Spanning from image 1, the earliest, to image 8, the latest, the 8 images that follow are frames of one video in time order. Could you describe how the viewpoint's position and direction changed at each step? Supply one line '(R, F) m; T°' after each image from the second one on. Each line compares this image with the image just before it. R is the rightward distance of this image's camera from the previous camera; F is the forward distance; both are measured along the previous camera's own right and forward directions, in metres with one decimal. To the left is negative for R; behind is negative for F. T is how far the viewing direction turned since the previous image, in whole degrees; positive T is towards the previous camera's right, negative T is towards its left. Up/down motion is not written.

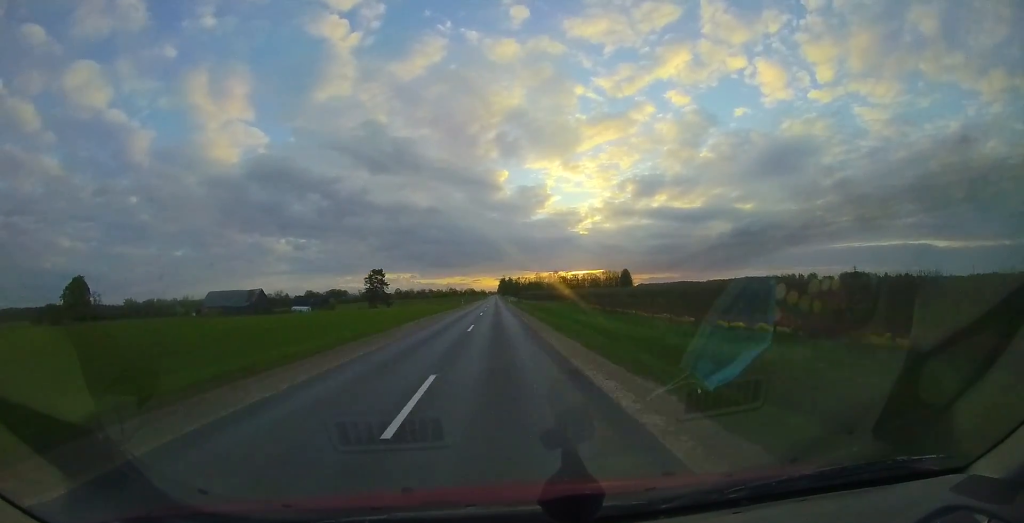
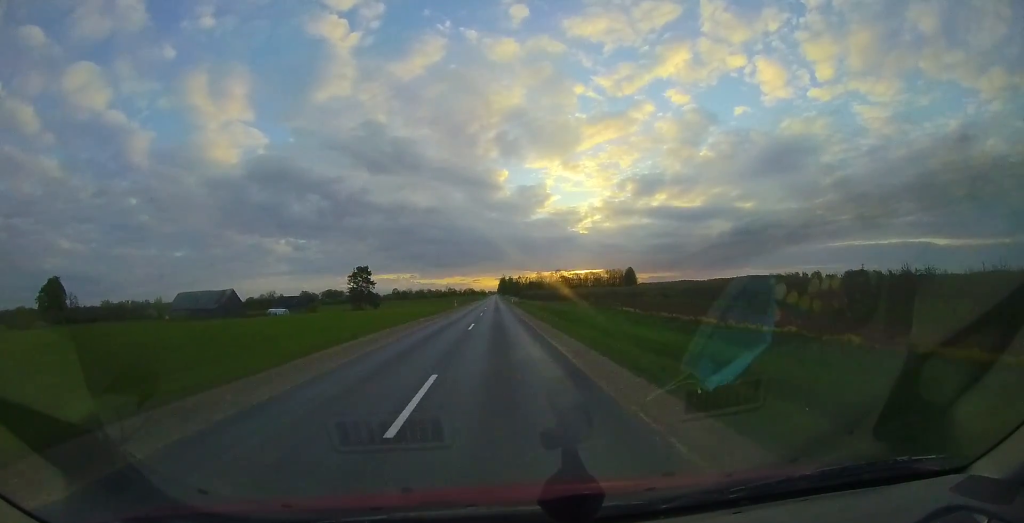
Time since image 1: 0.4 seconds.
(+0.2, +11.5) m; 0°
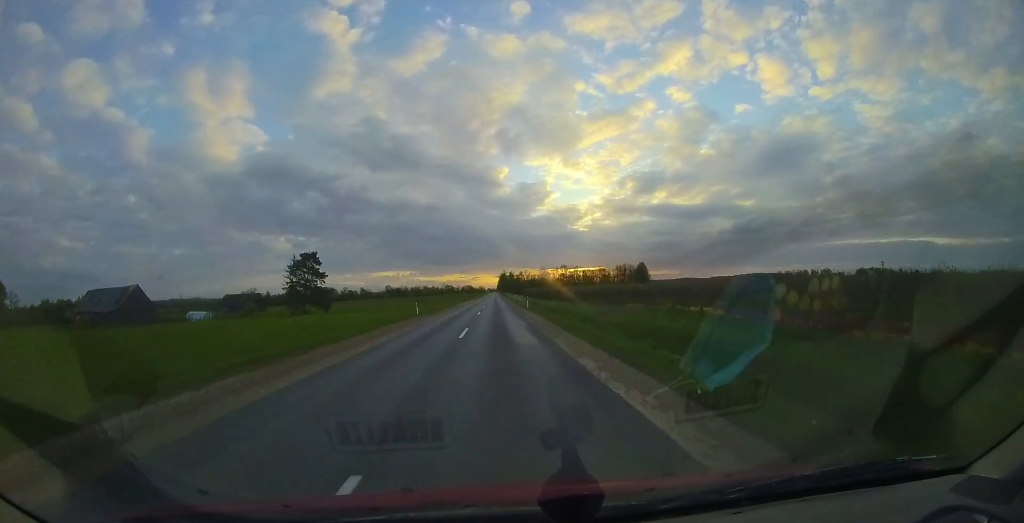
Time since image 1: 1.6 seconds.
(-0.2, +28.2) m; 0°
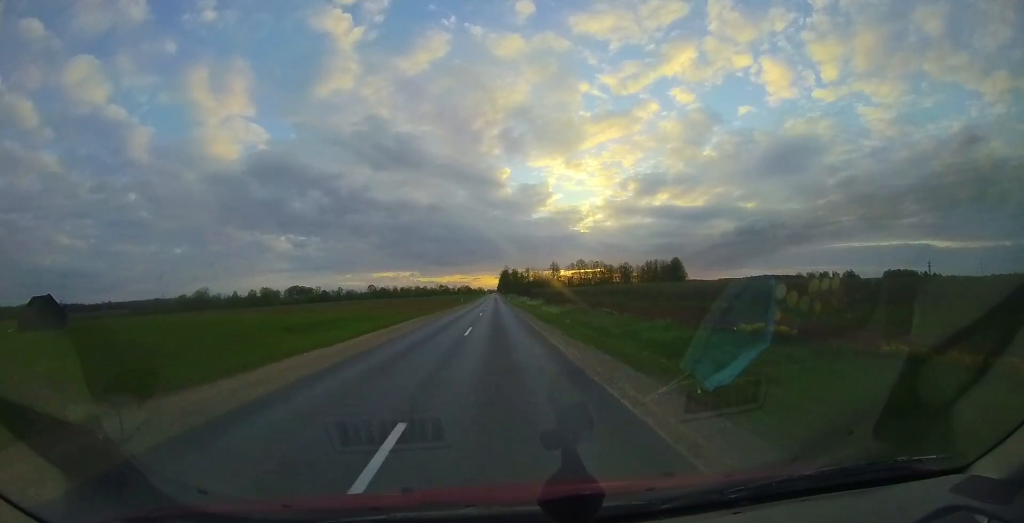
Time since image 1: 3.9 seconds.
(+1.2, +58.6) m; +1°
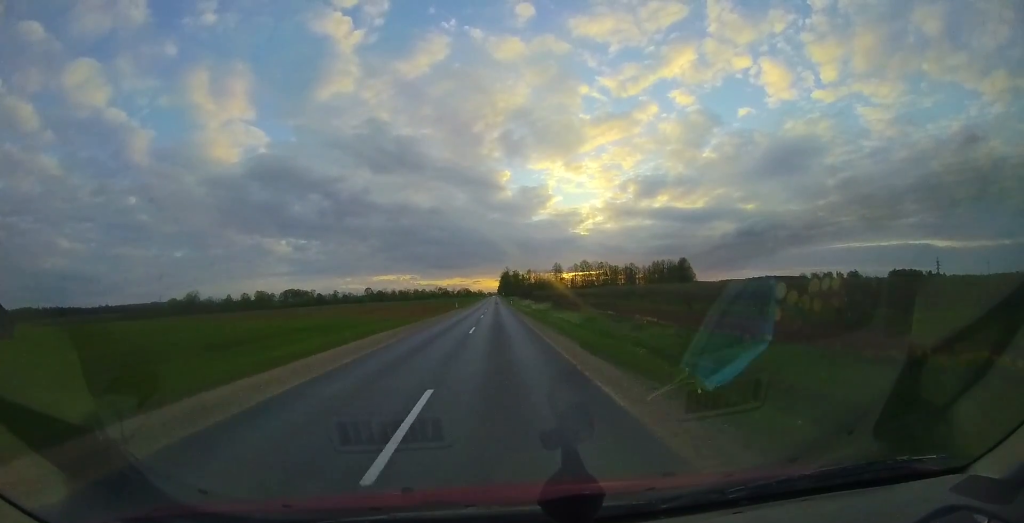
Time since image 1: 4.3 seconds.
(0.0, +10.1) m; -1°
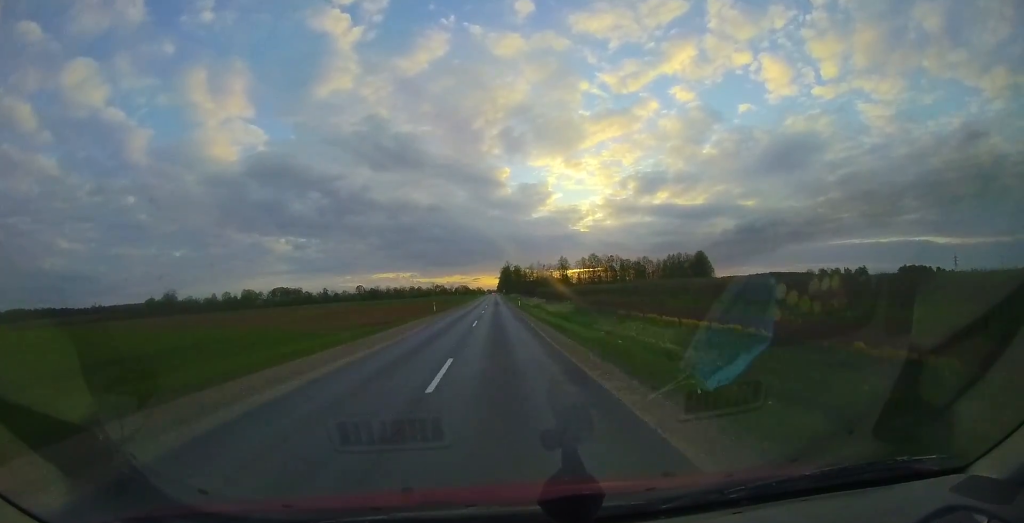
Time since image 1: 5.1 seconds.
(-0.3, +21.1) m; -1°
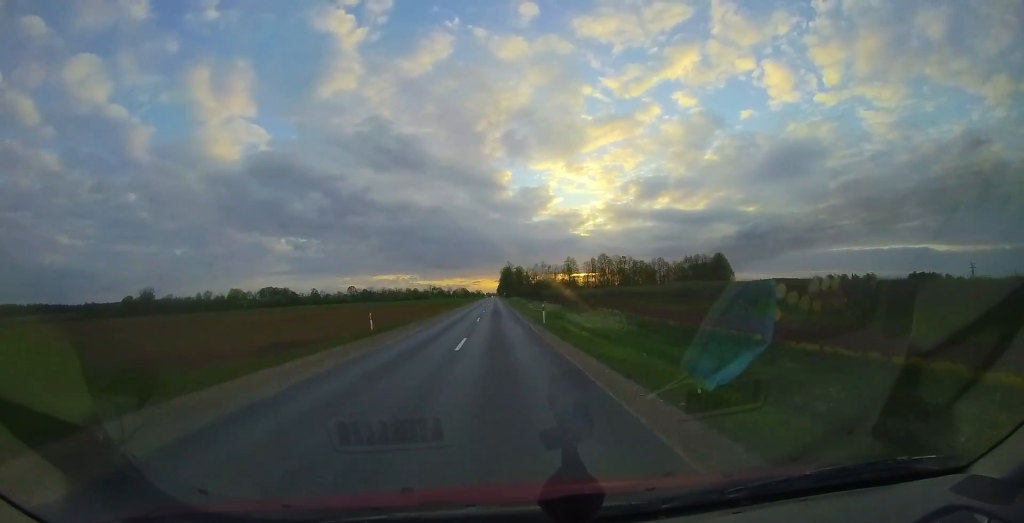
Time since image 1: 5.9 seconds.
(-0.1, +19.4) m; 0°
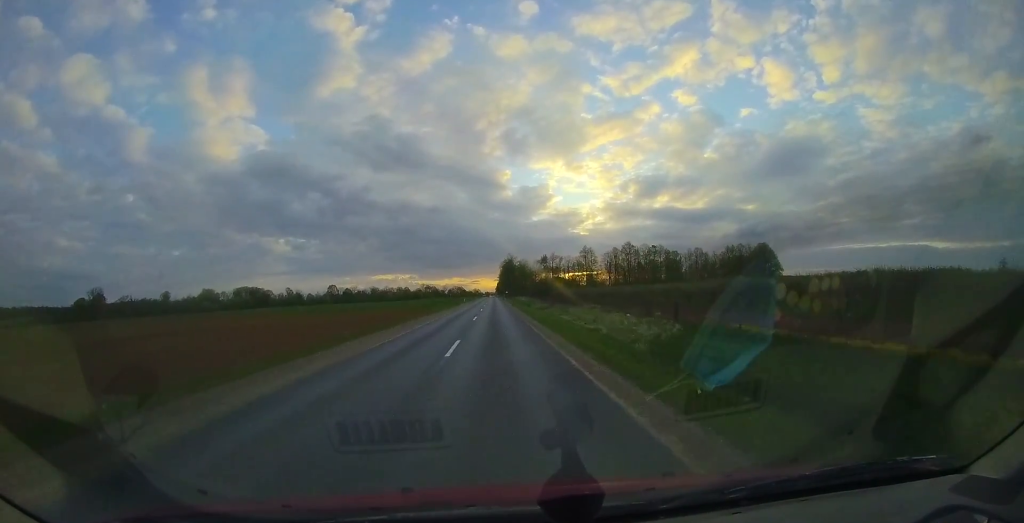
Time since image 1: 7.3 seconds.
(+0.5, +37.2) m; +1°
